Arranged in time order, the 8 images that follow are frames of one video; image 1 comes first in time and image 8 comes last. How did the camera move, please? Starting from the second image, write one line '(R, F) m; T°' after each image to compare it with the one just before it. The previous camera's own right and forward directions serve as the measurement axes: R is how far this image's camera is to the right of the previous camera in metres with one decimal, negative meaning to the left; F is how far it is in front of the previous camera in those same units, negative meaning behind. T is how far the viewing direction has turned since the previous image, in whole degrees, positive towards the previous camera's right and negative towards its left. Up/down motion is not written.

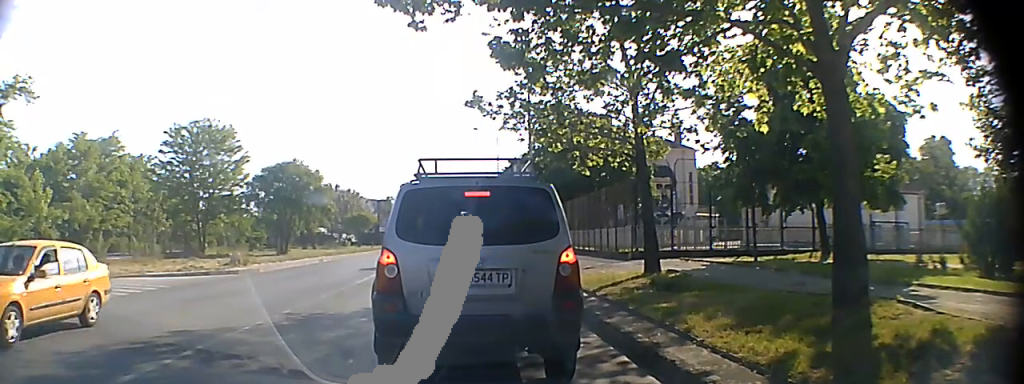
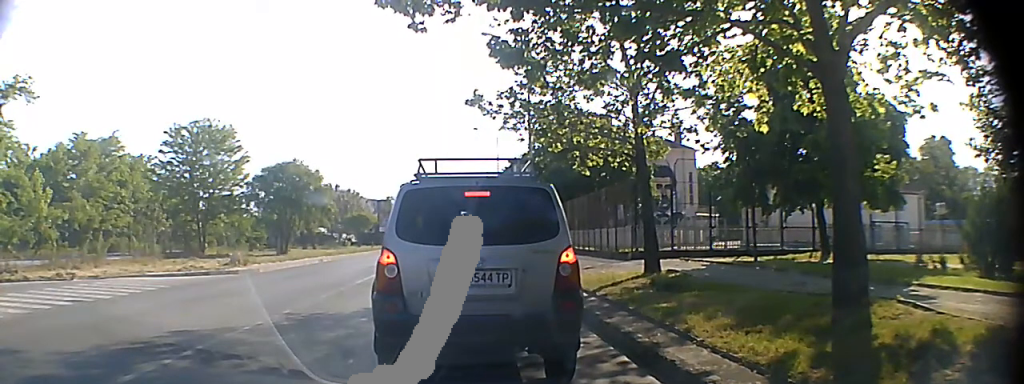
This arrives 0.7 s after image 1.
(0.0, 0.0) m; 0°
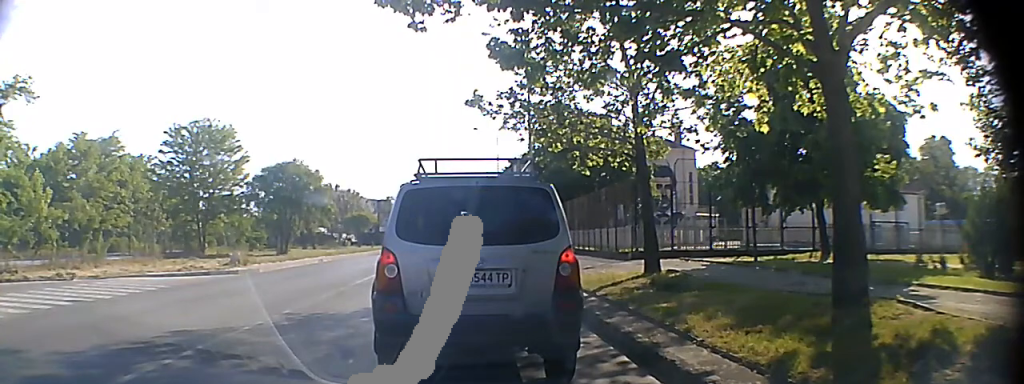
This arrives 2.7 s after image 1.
(-0.1, +0.5) m; 0°
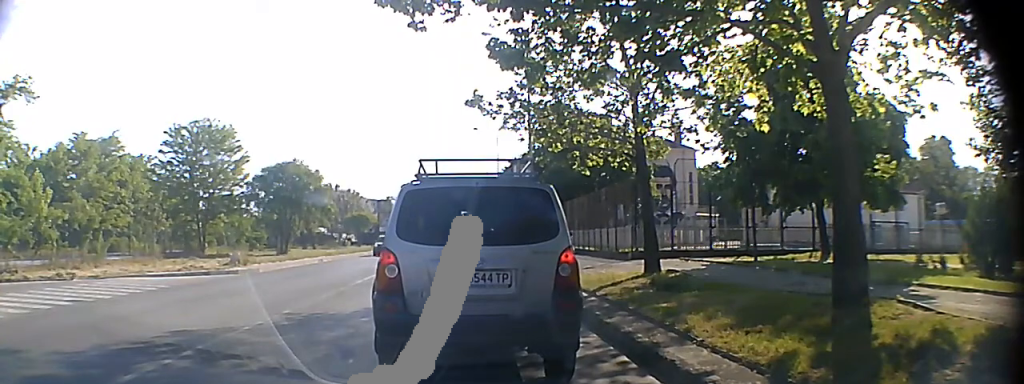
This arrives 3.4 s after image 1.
(+0.1, +0.8) m; +1°
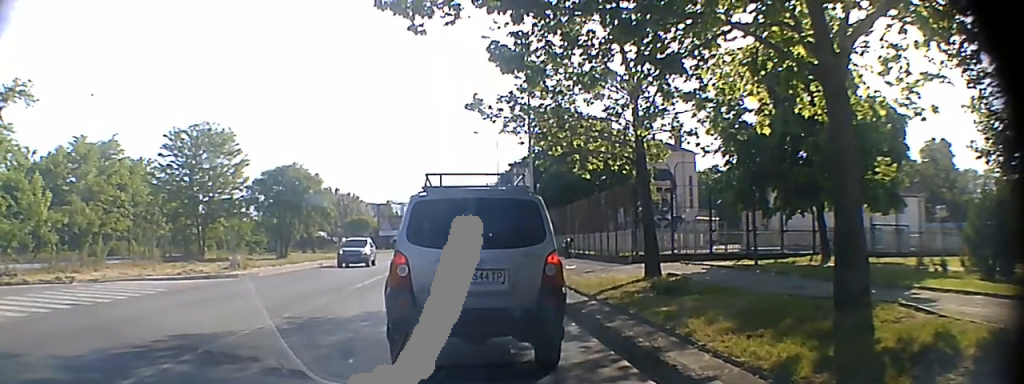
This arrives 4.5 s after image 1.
(0.0, +2.1) m; -1°
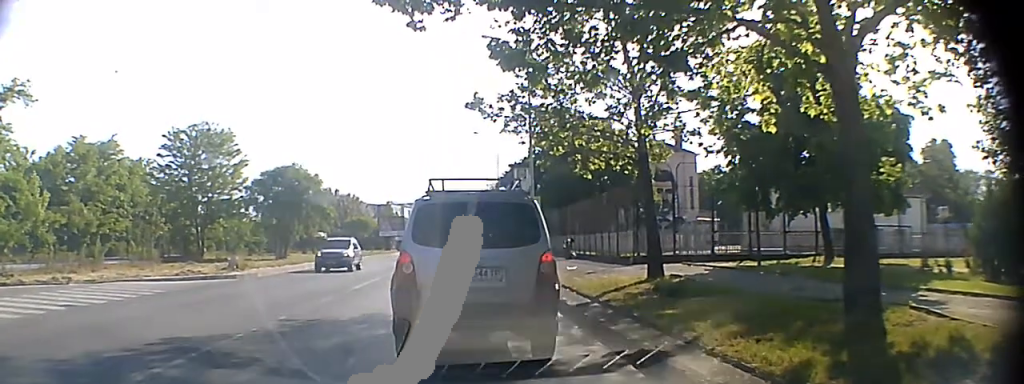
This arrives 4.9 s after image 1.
(0.0, +1.0) m; 0°
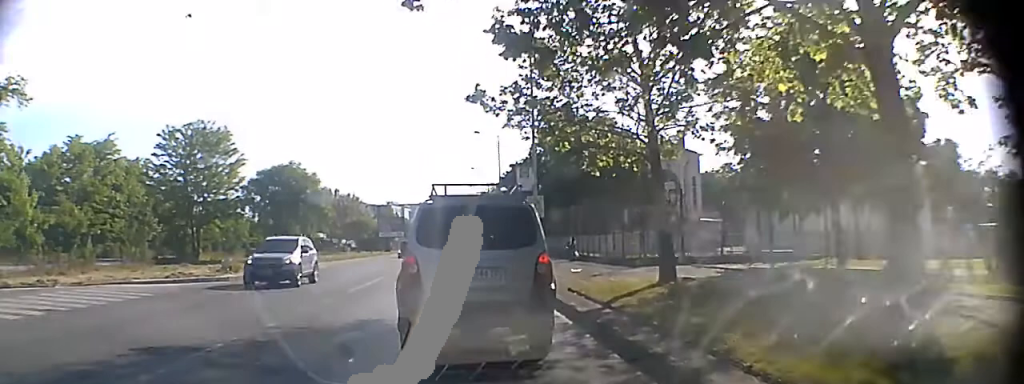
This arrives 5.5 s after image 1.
(0.0, +2.0) m; 0°
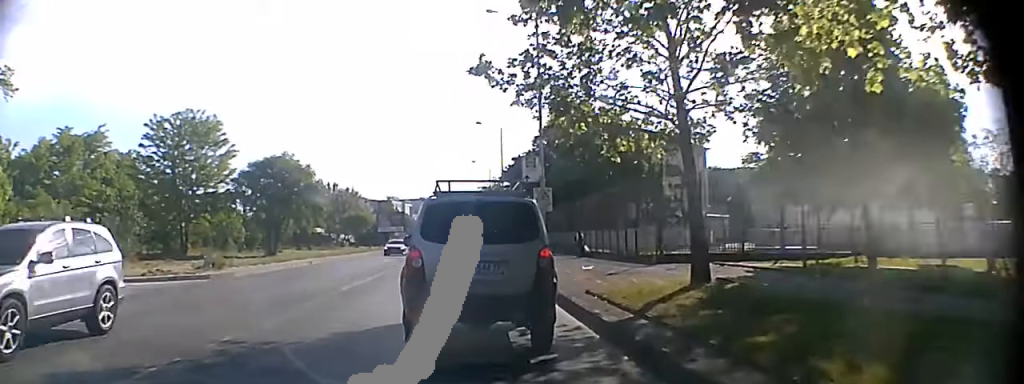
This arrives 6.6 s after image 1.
(0.0, +3.3) m; 0°
